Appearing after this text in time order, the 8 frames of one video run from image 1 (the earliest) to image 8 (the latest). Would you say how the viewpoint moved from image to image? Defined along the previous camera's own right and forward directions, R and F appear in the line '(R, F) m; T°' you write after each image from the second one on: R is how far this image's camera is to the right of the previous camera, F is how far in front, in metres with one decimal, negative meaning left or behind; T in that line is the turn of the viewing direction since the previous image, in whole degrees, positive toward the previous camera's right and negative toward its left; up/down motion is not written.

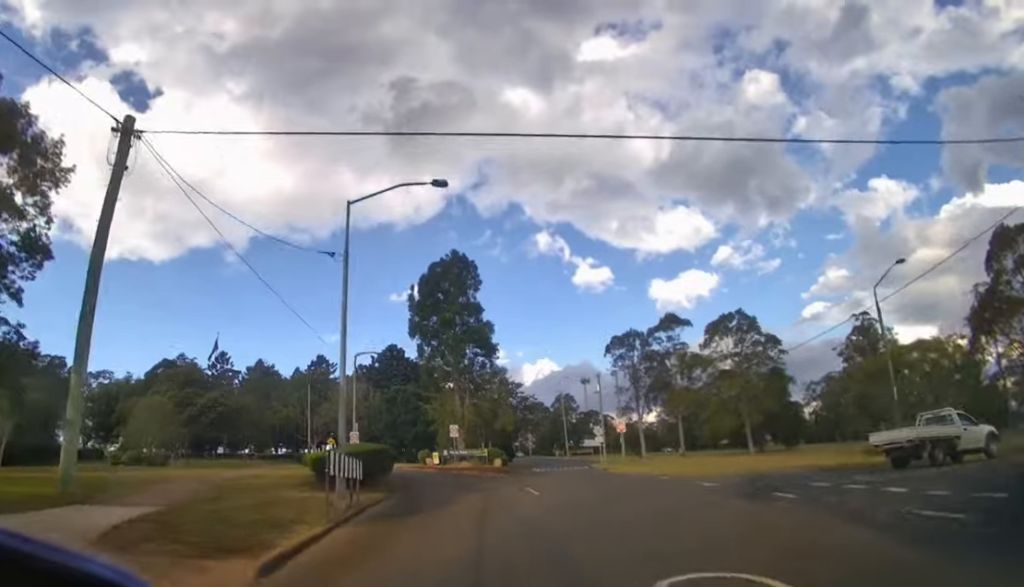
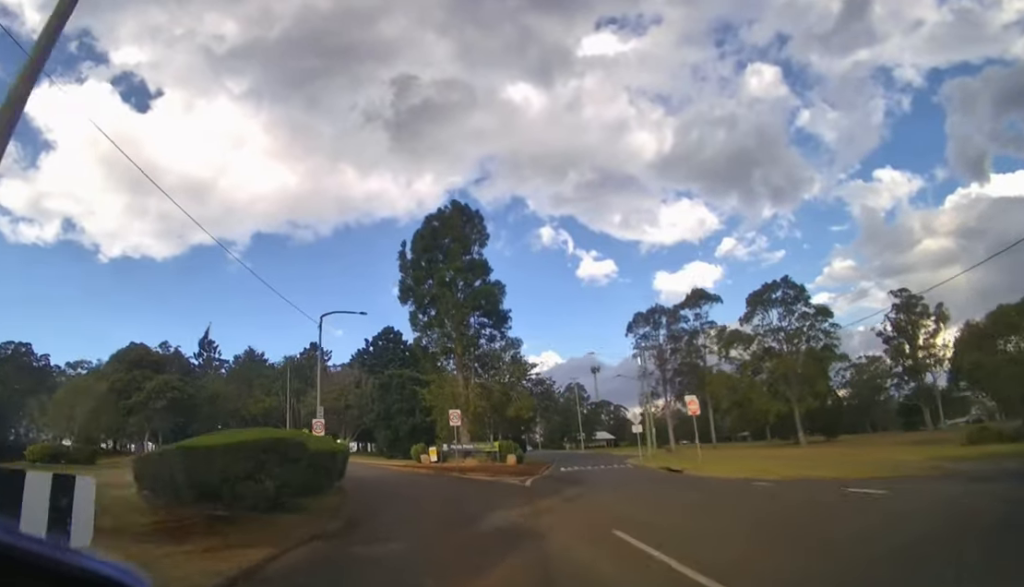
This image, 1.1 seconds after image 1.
(0.0, +9.4) m; -2°
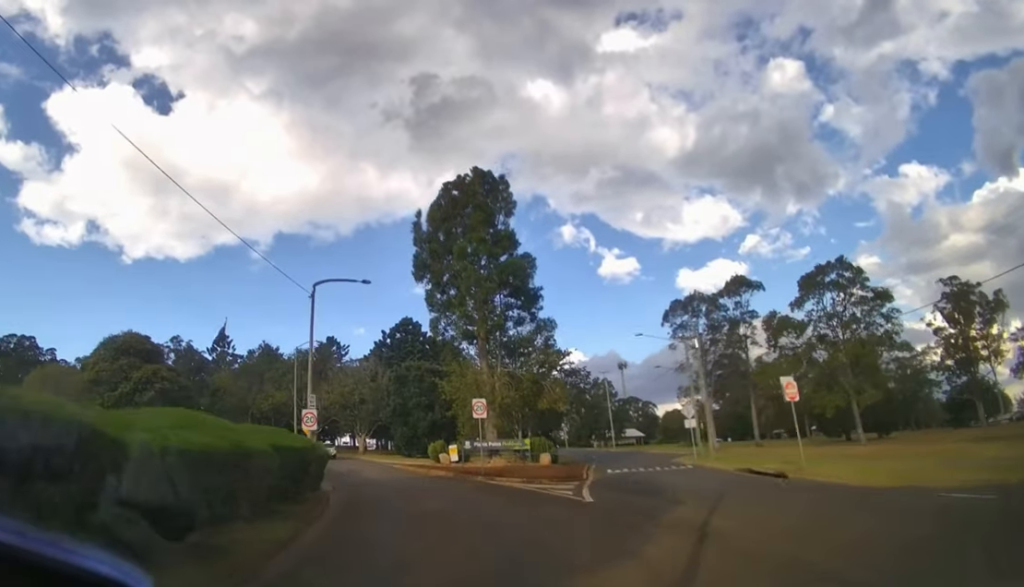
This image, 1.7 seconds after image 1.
(0.0, +5.1) m; -2°
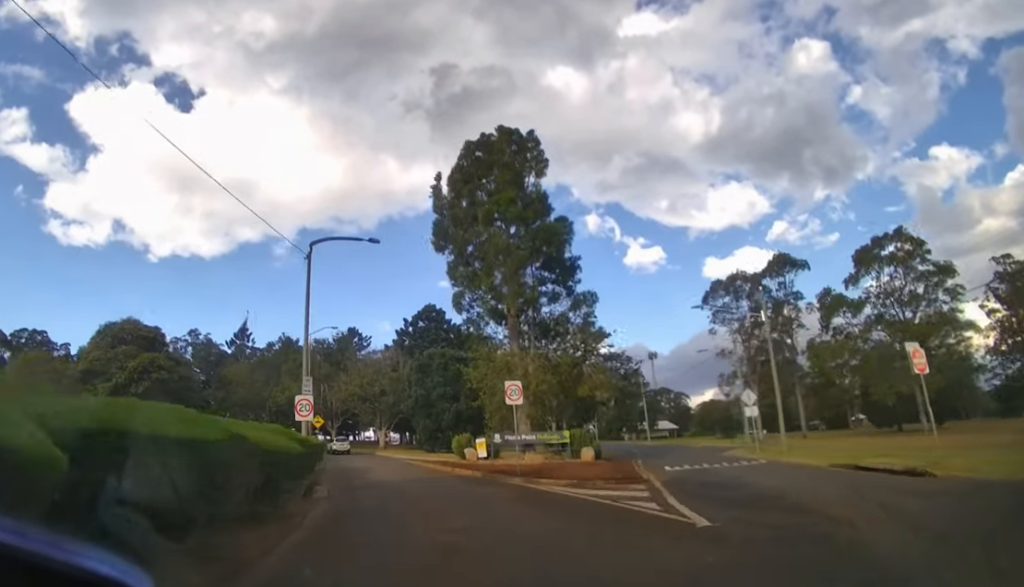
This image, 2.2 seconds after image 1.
(-0.1, +3.9) m; -2°
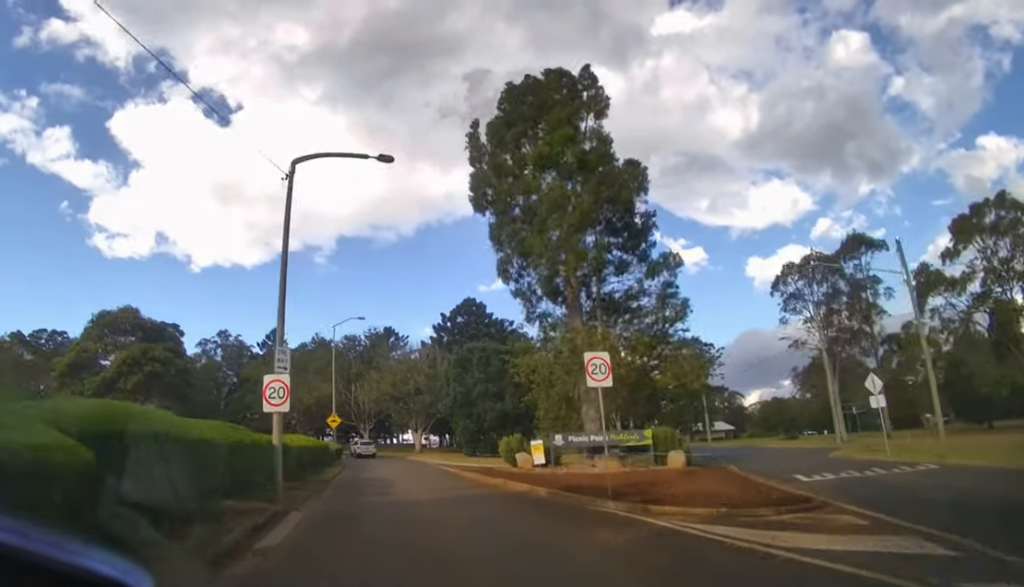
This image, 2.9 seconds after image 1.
(-0.2, +6.4) m; -4°
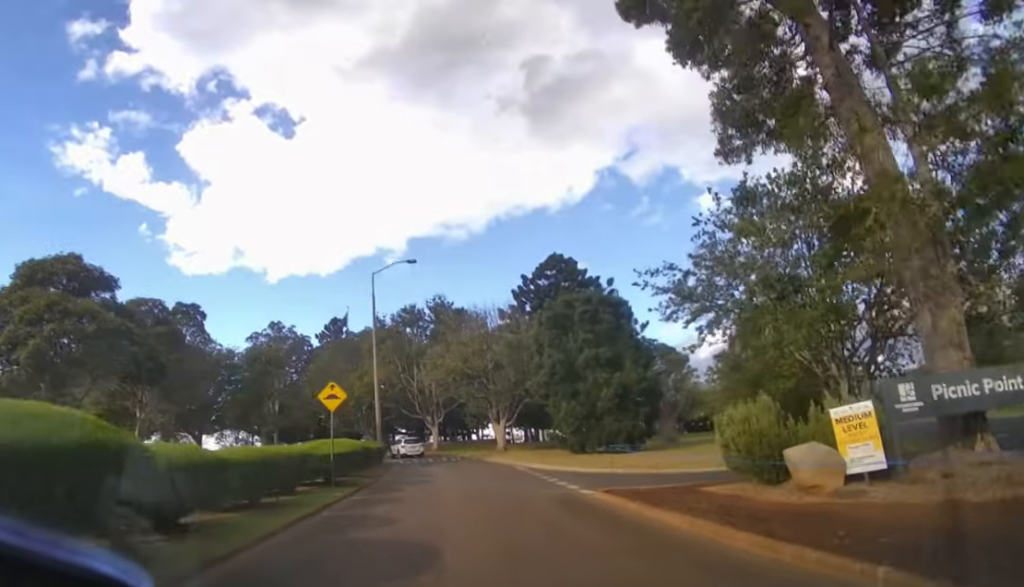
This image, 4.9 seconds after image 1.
(-1.8, +14.4) m; -14°
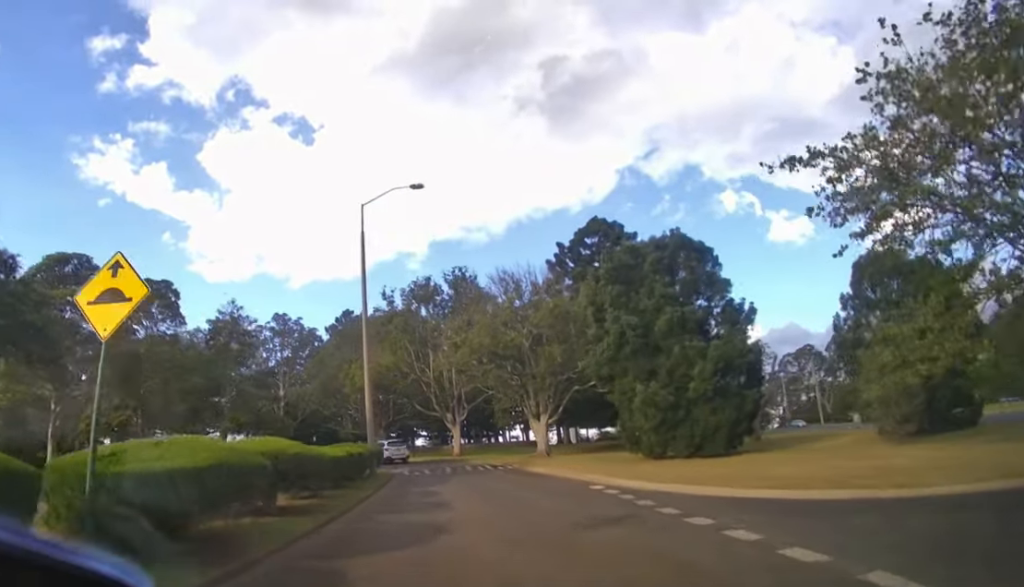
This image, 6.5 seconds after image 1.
(-0.3, +10.4) m; -2°
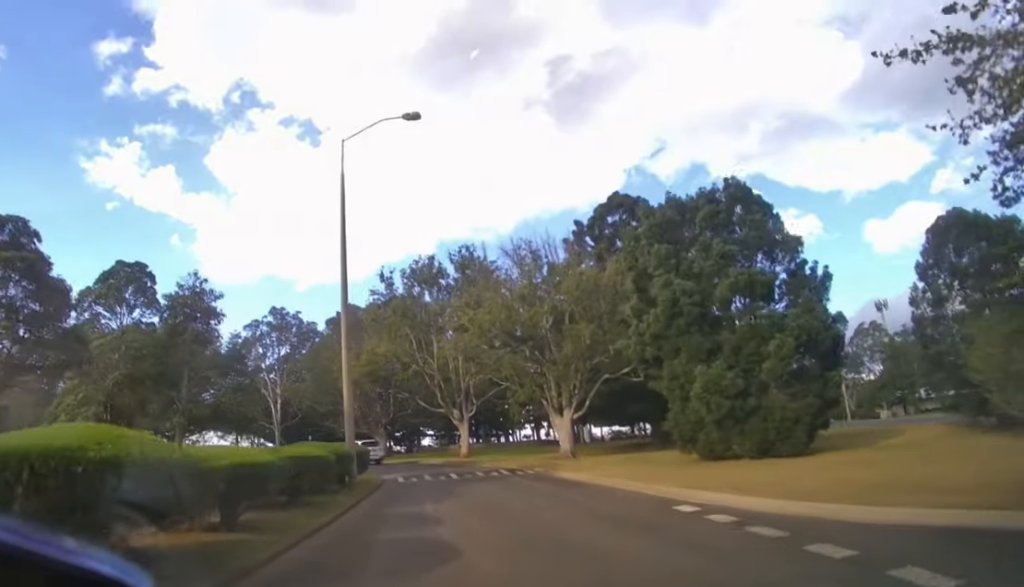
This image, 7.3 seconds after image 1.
(0.0, +5.6) m; -1°
